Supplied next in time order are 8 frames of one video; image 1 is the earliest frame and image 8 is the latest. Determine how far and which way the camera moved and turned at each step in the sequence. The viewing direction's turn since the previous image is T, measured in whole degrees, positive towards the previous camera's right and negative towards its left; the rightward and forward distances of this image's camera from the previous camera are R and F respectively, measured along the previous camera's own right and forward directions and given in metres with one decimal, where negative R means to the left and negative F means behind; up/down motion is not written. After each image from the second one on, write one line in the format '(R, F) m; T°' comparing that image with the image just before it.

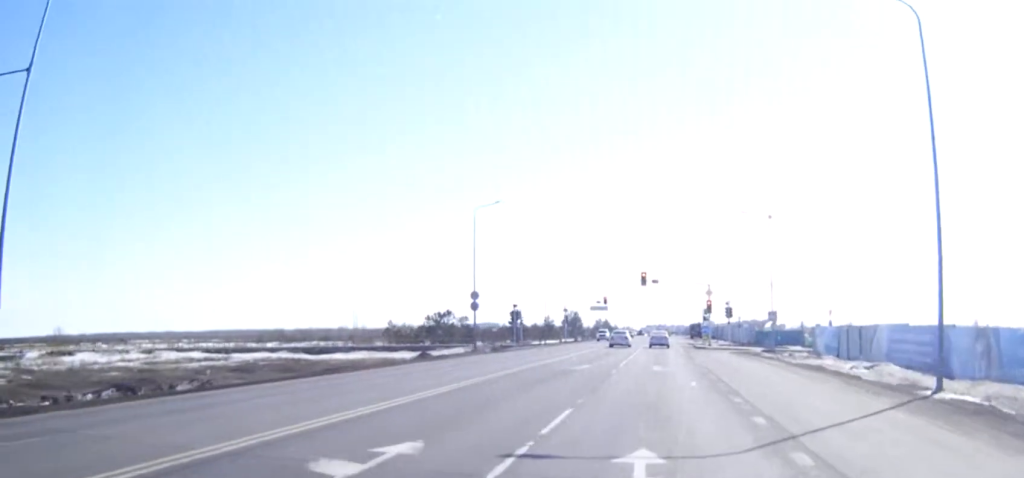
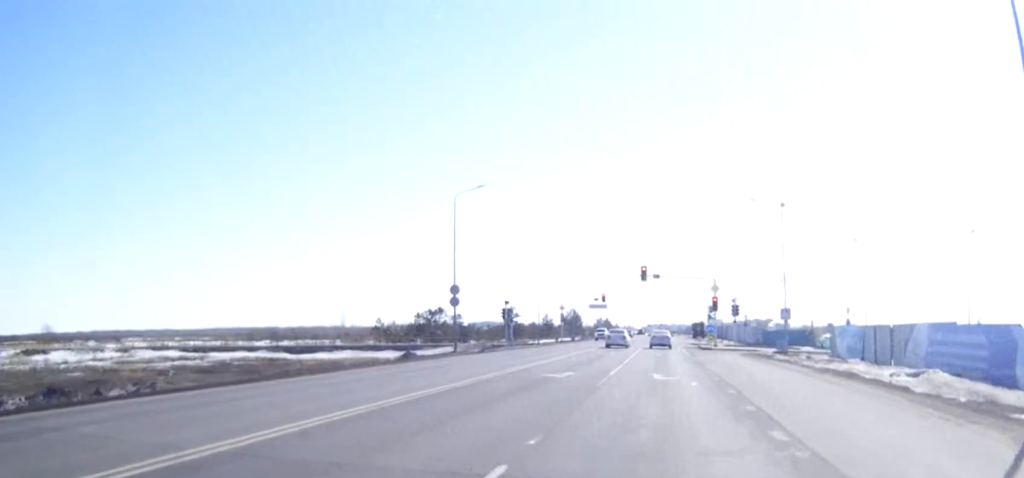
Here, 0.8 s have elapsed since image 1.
(0.0, +6.3) m; 0°
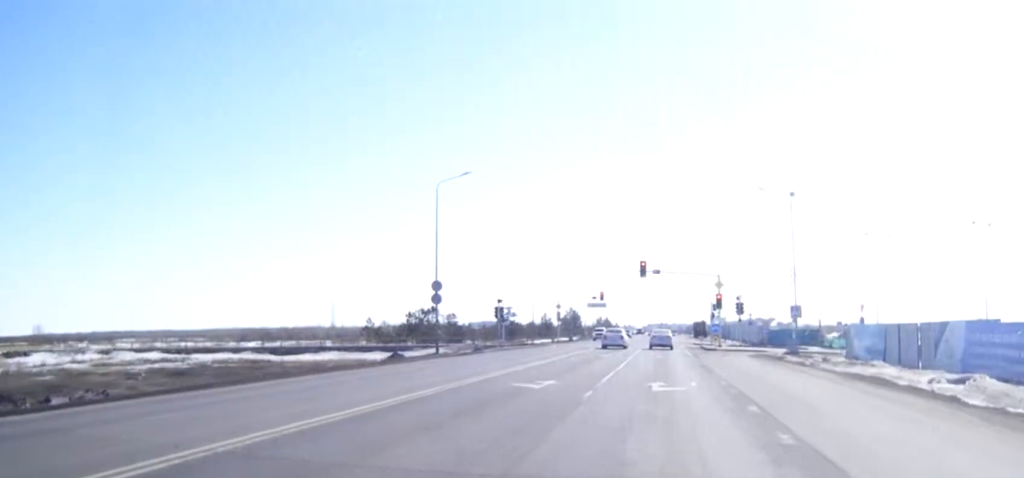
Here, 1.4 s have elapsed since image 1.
(0.0, +4.5) m; 0°
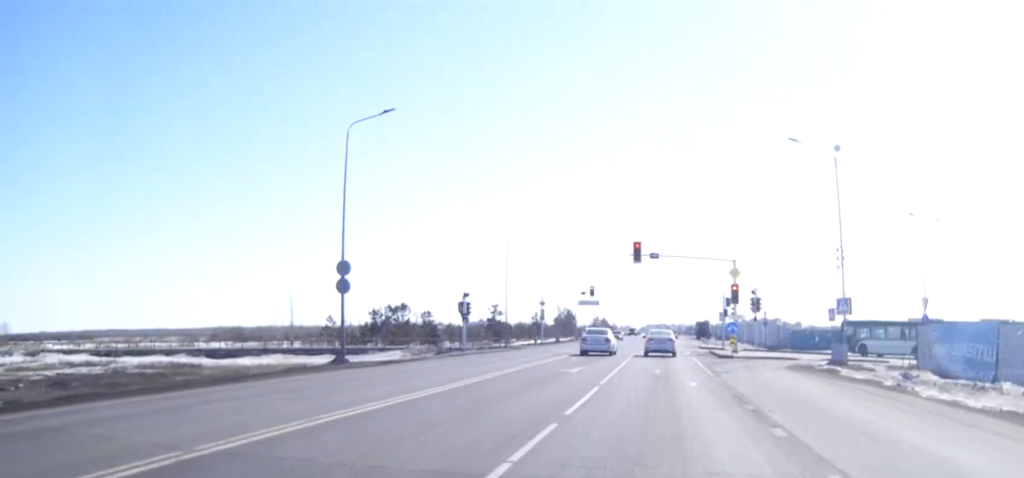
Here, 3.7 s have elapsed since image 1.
(+0.1, +14.7) m; 0°
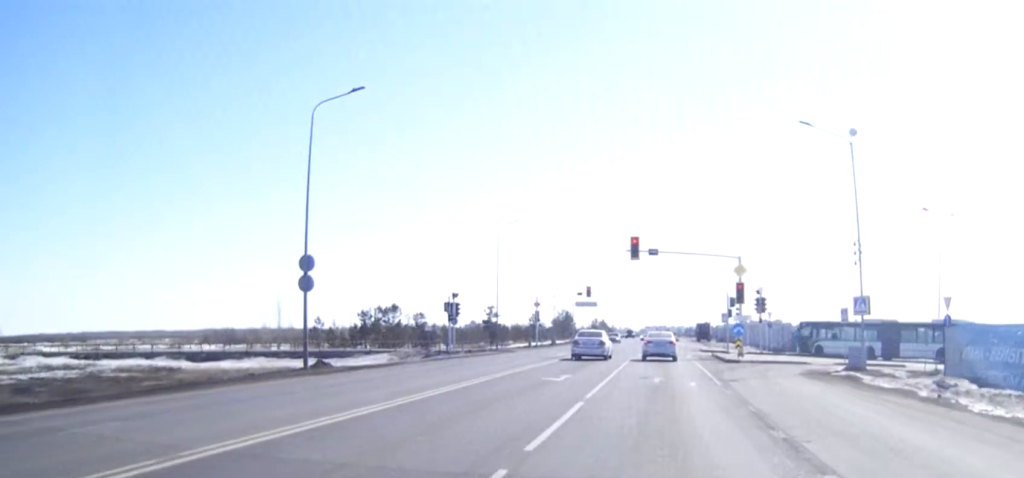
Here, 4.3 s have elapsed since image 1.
(0.0, +3.8) m; 0°
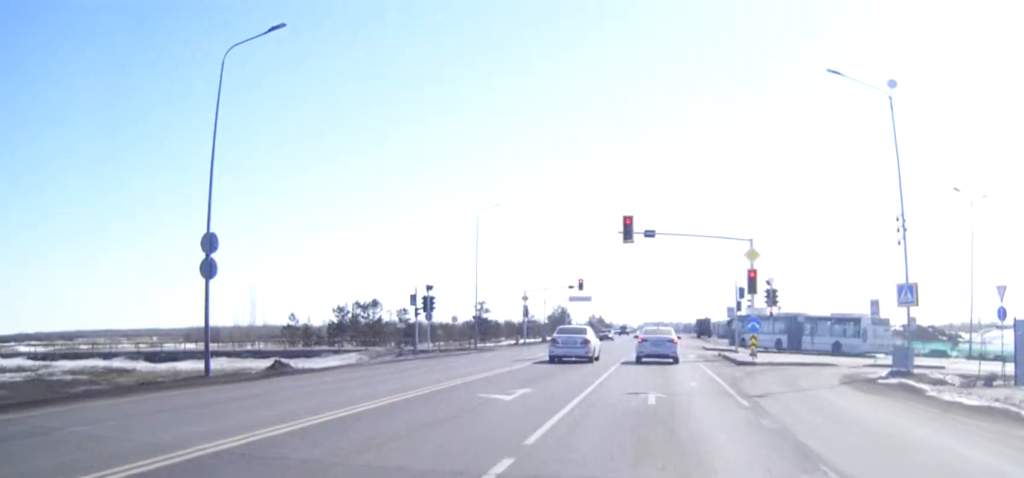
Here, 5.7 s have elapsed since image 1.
(0.0, +7.2) m; 0°
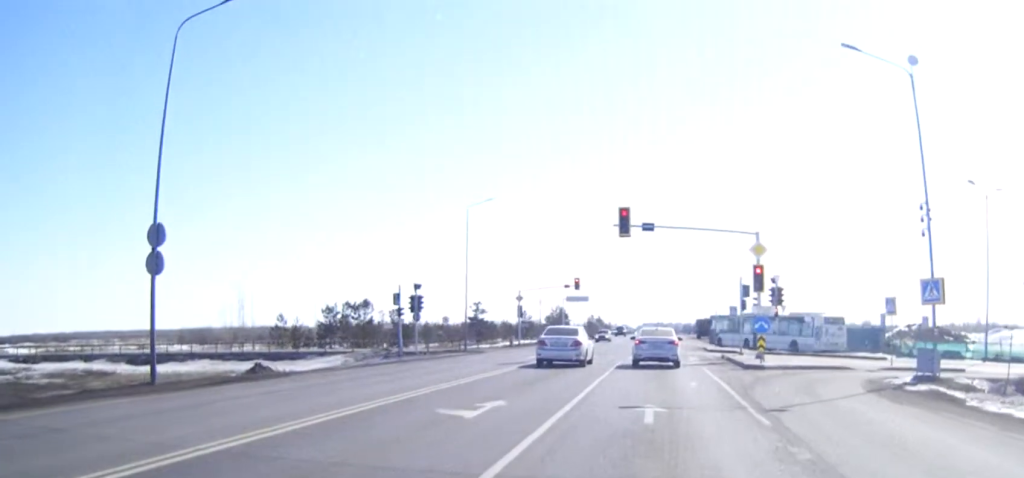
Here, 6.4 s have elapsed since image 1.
(0.0, +2.9) m; 0°
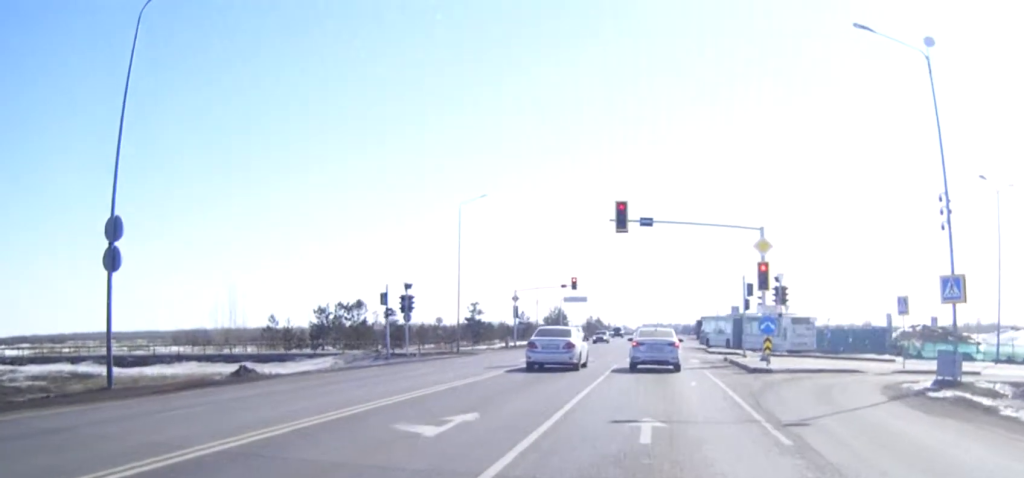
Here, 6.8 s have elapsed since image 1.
(0.0, +2.0) m; 0°
